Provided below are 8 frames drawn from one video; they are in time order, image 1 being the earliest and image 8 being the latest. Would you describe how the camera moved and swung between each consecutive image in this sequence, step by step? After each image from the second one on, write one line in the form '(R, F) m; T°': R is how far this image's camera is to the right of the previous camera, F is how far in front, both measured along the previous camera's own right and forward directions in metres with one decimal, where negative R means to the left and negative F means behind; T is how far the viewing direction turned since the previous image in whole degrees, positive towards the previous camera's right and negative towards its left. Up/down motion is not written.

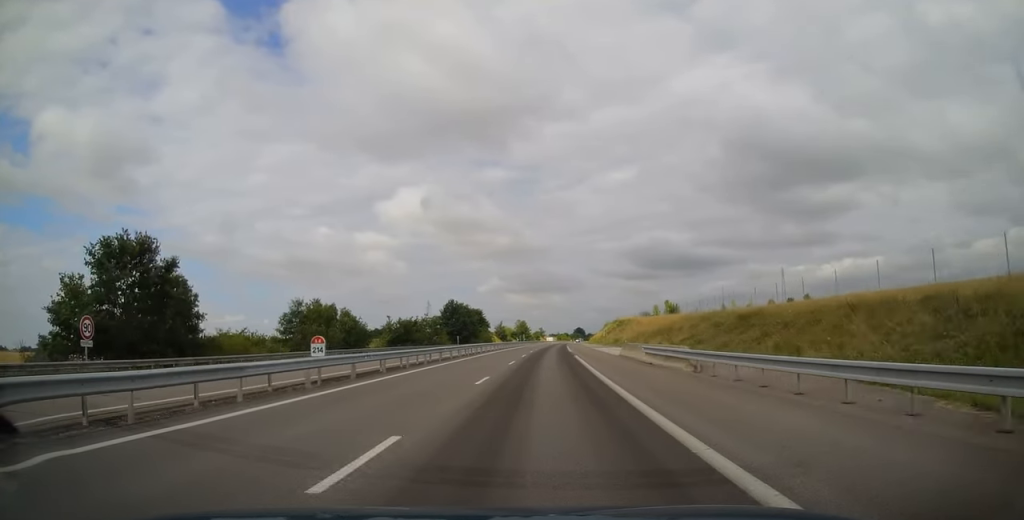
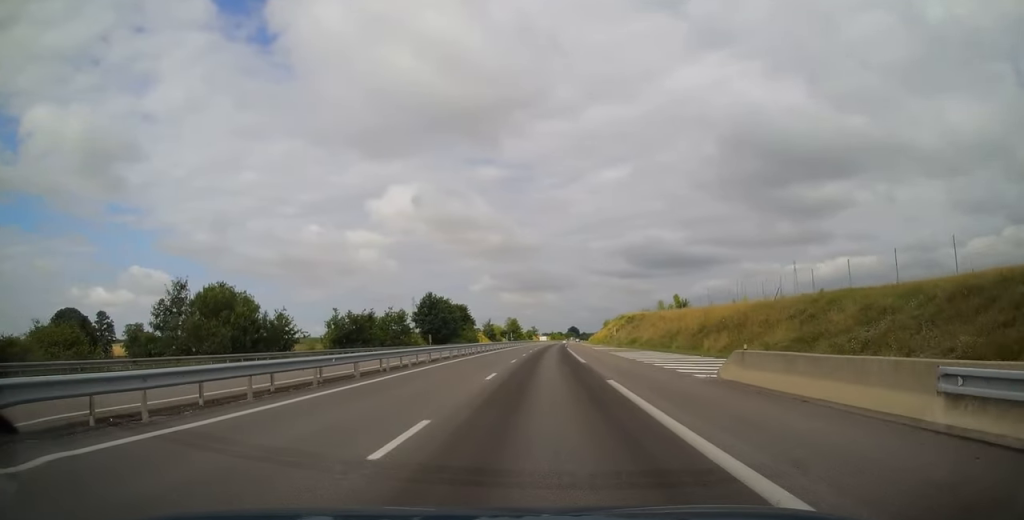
(0.0, +23.6) m; +1°
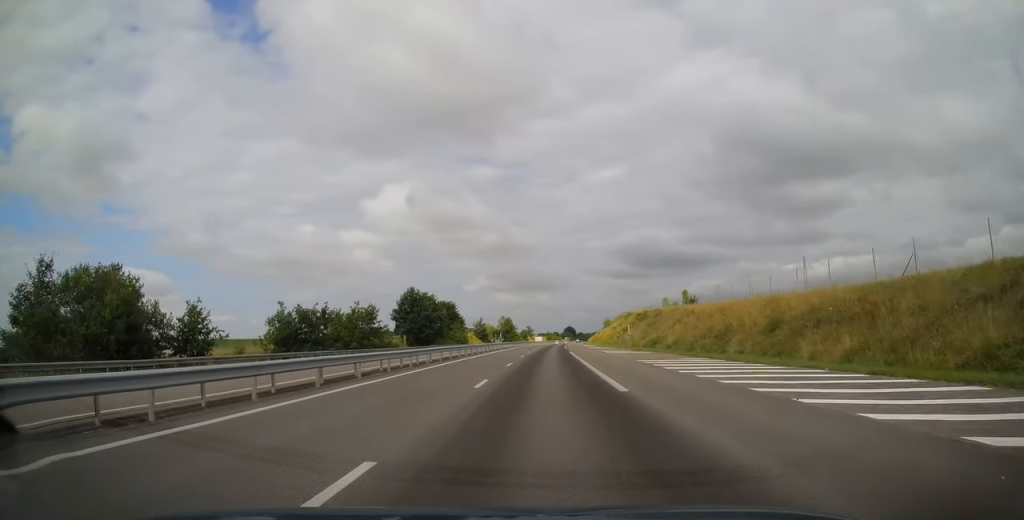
(+0.2, +15.7) m; +1°
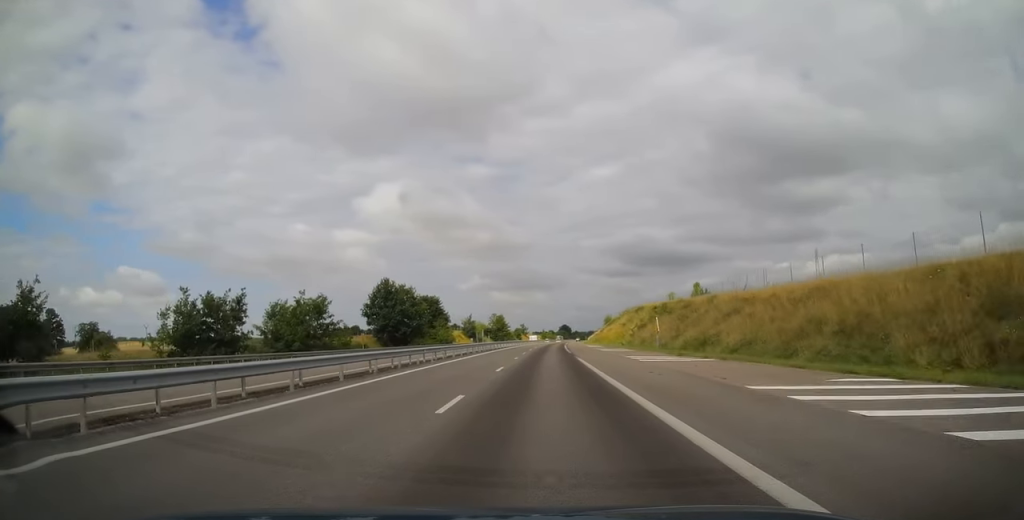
(+0.1, +17.7) m; +1°
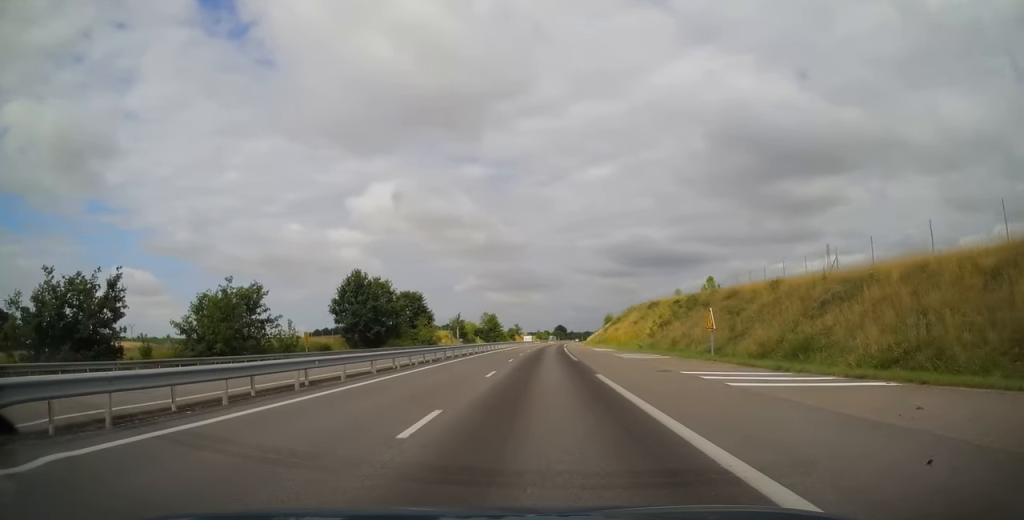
(+0.2, +15.2) m; 0°
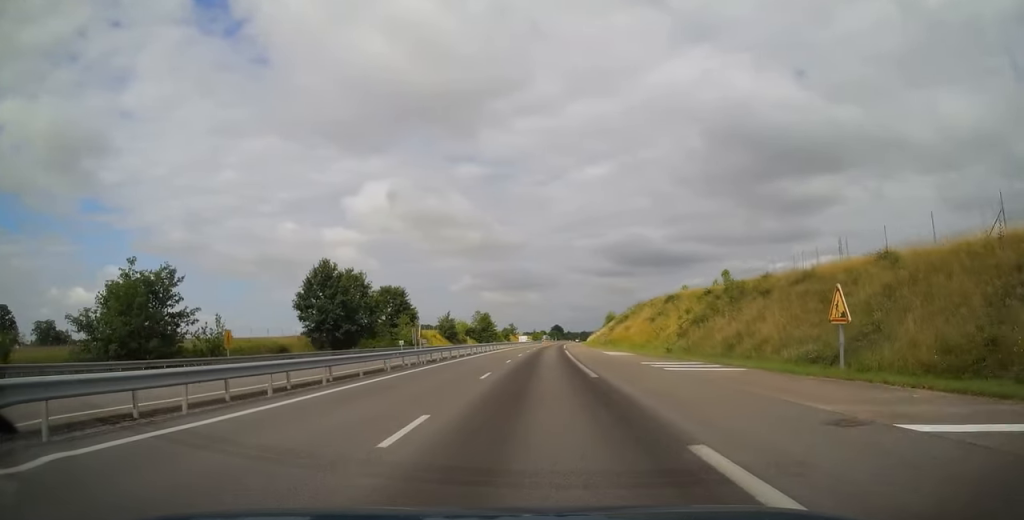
(+0.2, +13.3) m; 0°
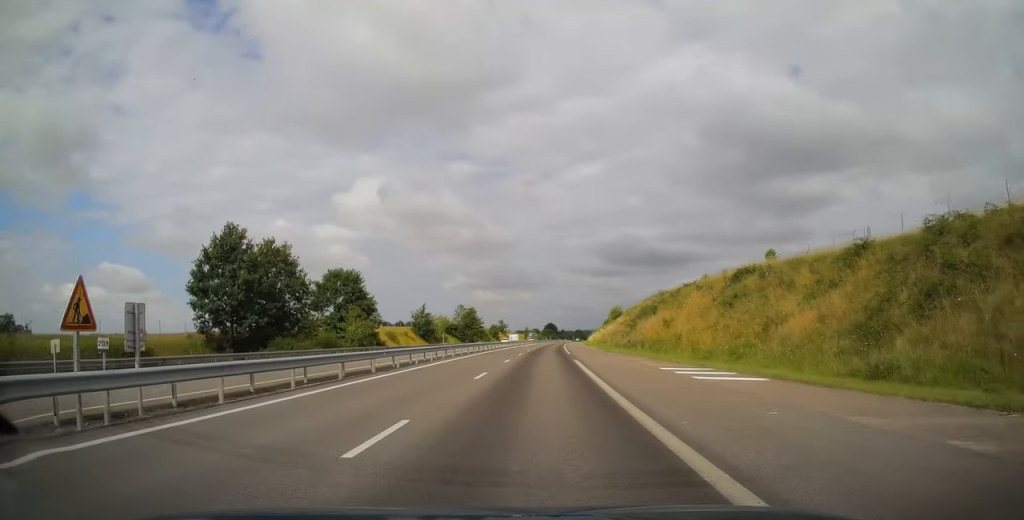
(-0.4, +26.0) m; 0°
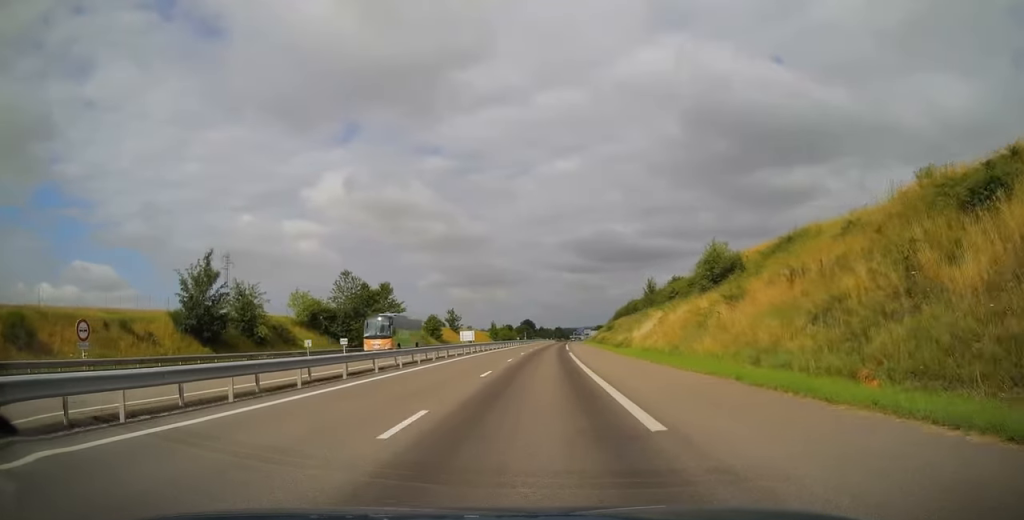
(+3.0, +87.0) m; +3°
